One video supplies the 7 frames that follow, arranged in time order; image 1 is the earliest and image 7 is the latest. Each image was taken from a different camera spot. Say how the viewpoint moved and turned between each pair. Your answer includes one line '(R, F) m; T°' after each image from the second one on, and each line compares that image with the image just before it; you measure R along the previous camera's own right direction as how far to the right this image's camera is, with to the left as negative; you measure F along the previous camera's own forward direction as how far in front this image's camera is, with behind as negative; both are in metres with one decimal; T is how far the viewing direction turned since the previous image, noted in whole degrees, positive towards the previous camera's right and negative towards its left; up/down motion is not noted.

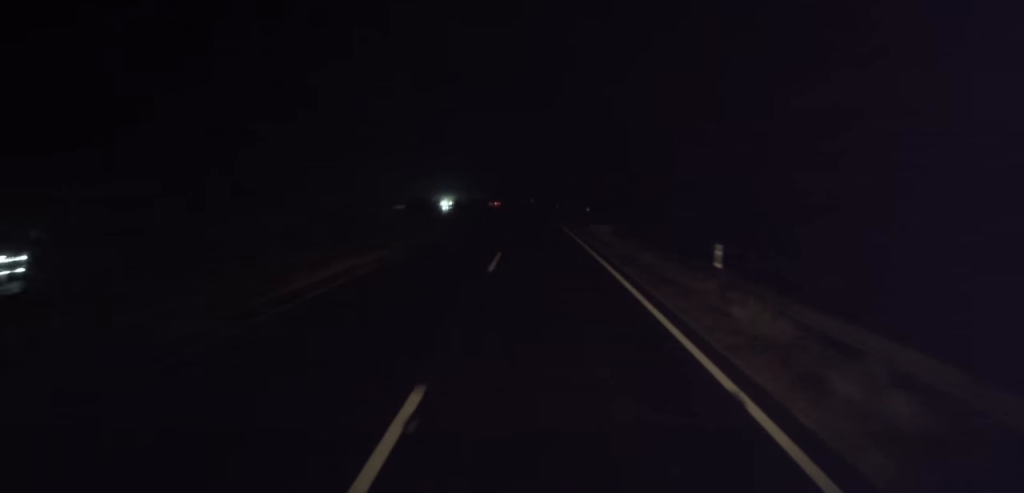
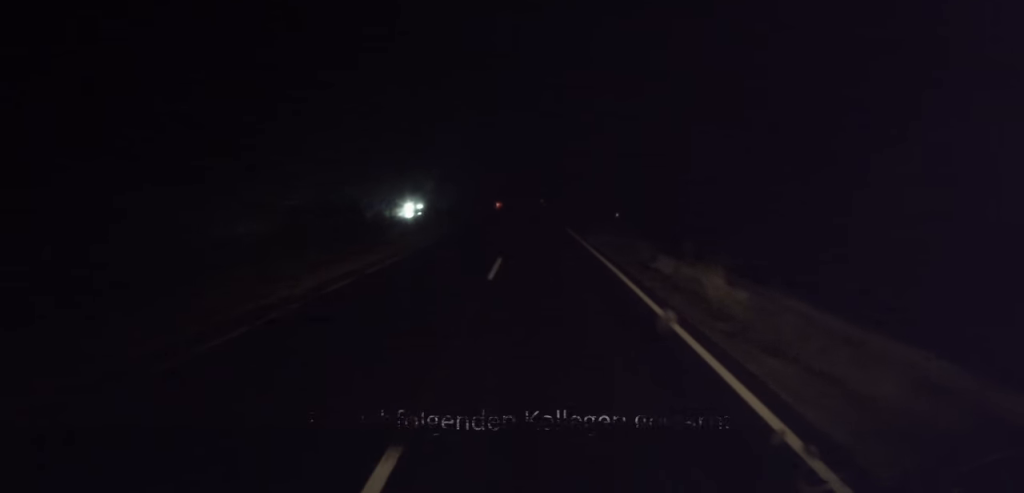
(-0.1, +20.5) m; 0°
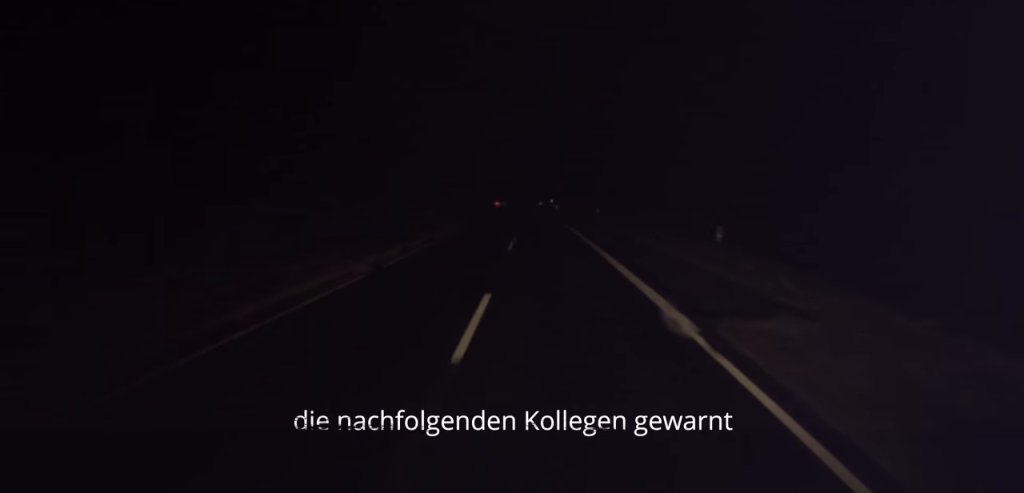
(0.0, +27.6) m; -1°
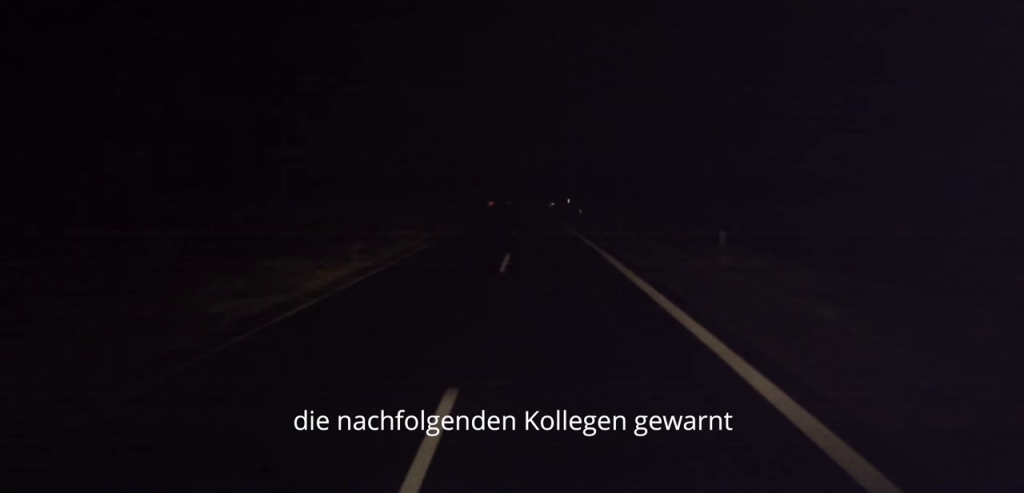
(-0.5, +44.7) m; -1°
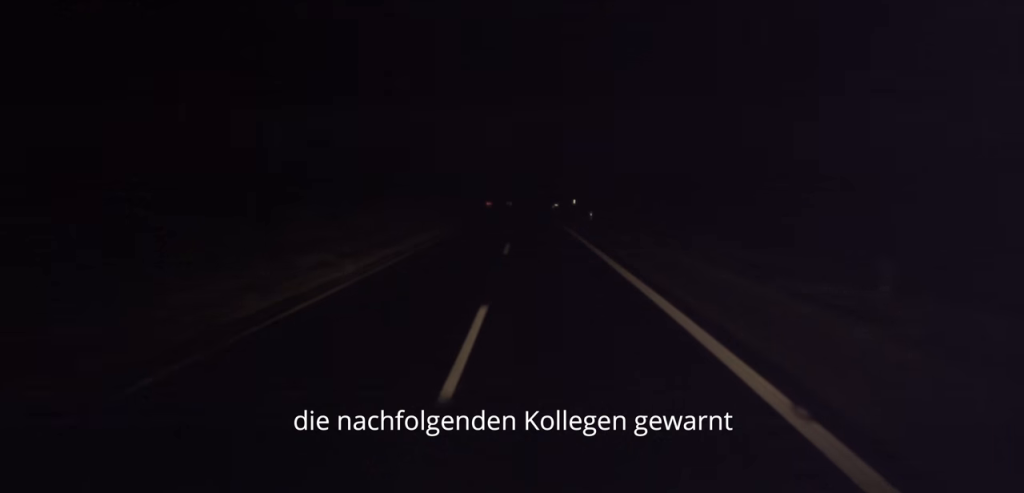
(-0.2, +12.5) m; 0°
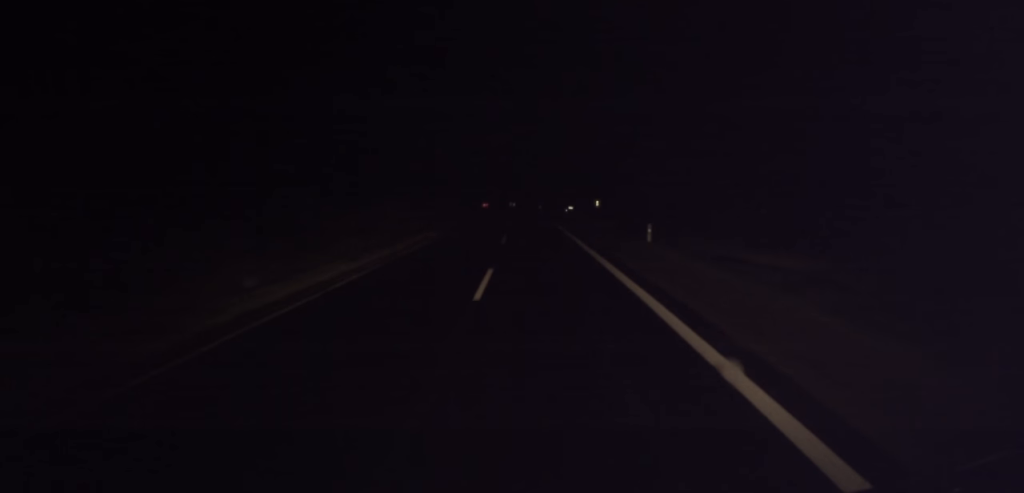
(+0.1, +29.4) m; 0°
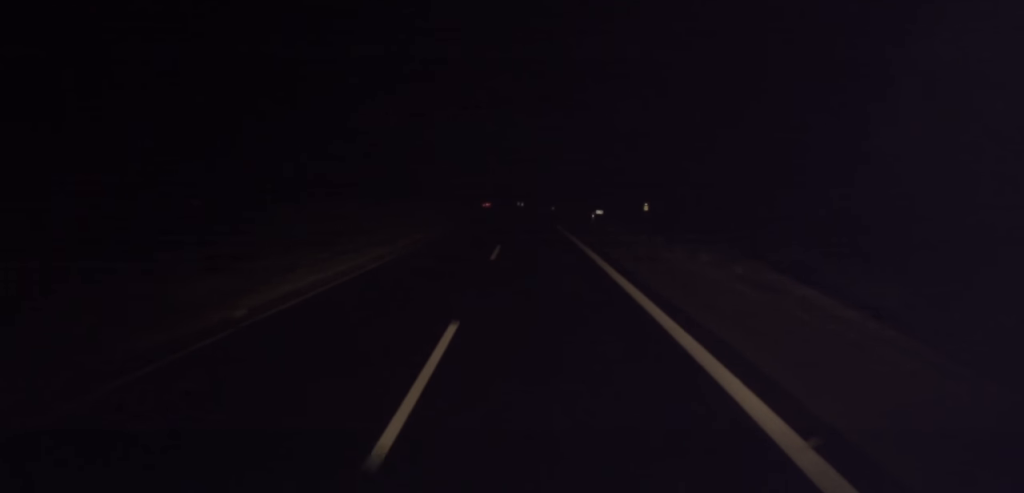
(-0.4, +27.3) m; -1°
